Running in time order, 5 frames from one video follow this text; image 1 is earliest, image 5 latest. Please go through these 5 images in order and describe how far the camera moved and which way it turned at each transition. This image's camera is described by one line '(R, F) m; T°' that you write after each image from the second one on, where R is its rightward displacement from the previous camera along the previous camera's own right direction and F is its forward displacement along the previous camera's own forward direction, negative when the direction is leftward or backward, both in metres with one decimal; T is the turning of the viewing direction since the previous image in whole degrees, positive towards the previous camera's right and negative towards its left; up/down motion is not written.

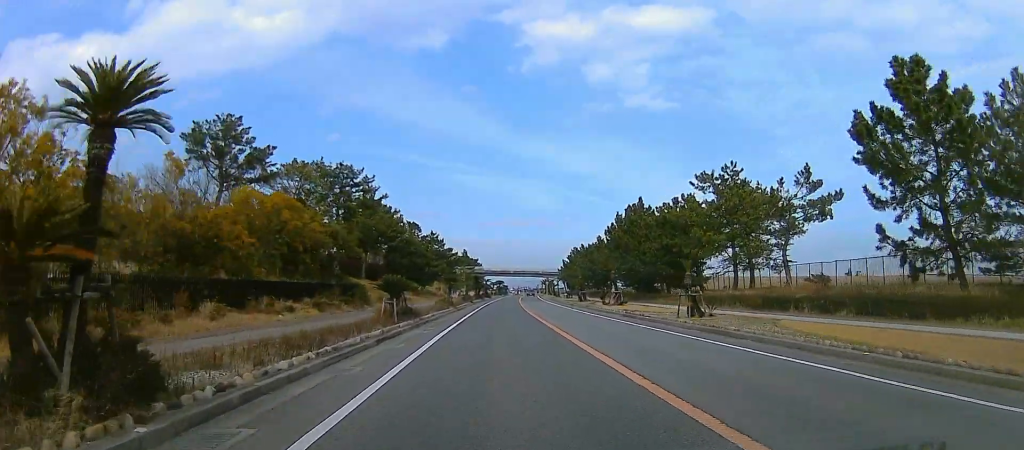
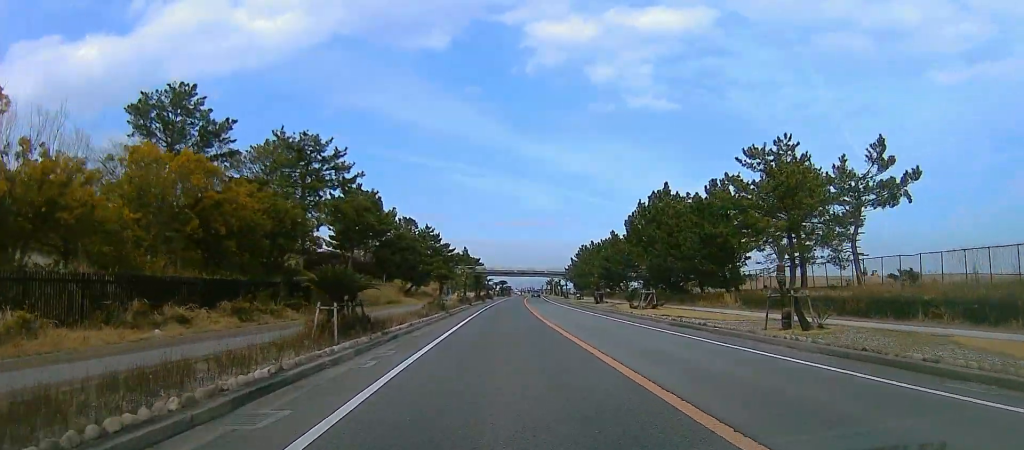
(-0.1, +9.0) m; 0°
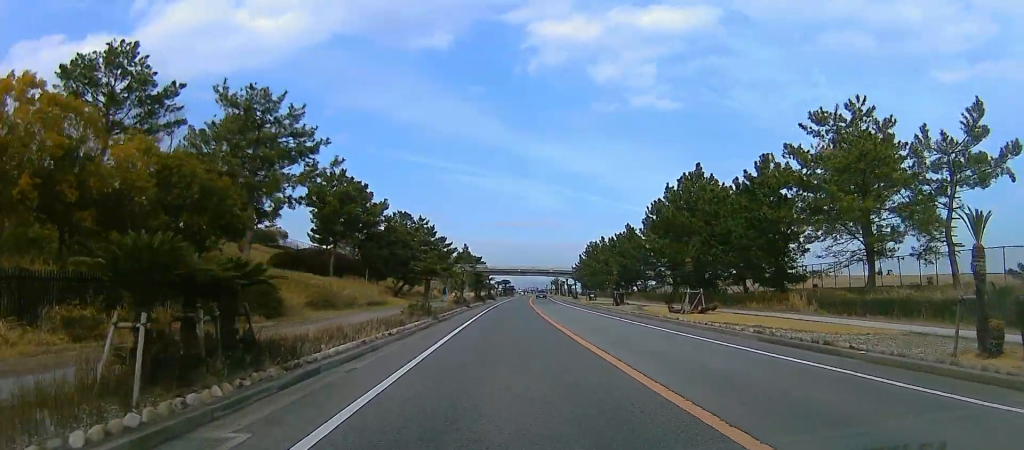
(0.0, +8.4) m; 0°
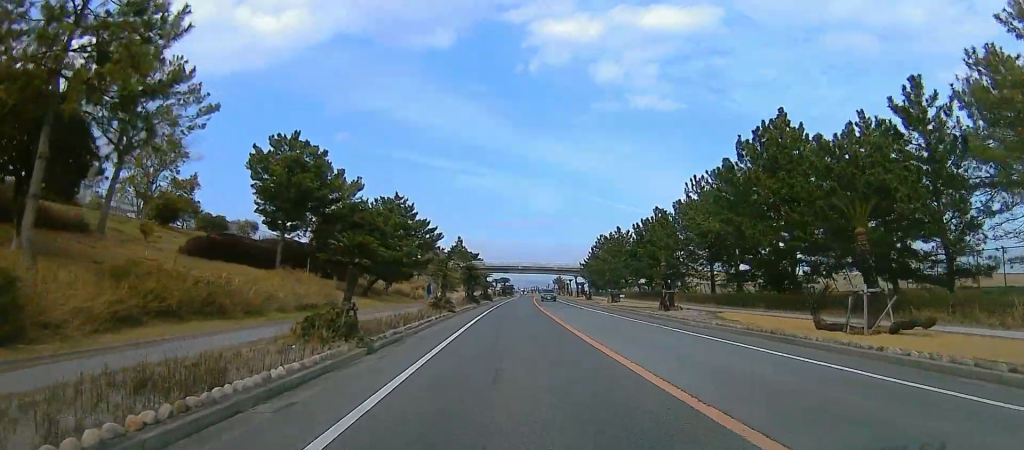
(+0.2, +14.6) m; +1°
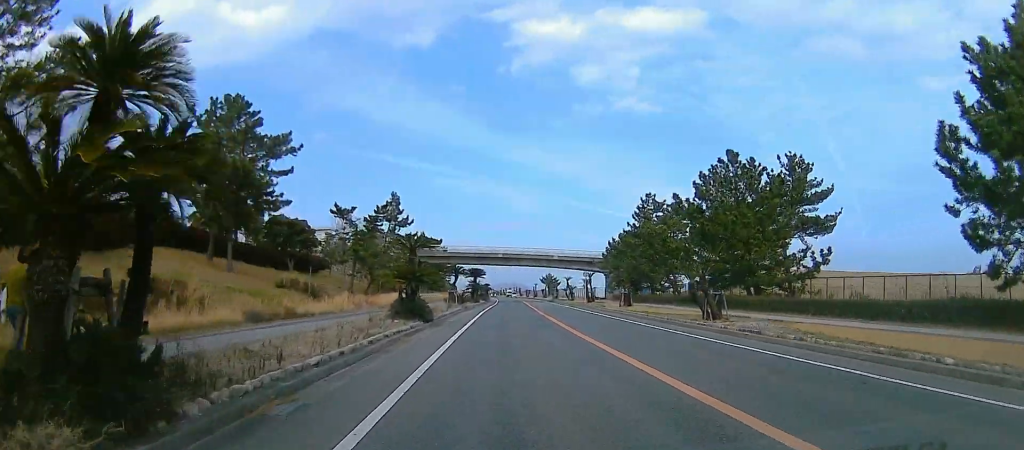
(+0.8, +47.9) m; +2°
